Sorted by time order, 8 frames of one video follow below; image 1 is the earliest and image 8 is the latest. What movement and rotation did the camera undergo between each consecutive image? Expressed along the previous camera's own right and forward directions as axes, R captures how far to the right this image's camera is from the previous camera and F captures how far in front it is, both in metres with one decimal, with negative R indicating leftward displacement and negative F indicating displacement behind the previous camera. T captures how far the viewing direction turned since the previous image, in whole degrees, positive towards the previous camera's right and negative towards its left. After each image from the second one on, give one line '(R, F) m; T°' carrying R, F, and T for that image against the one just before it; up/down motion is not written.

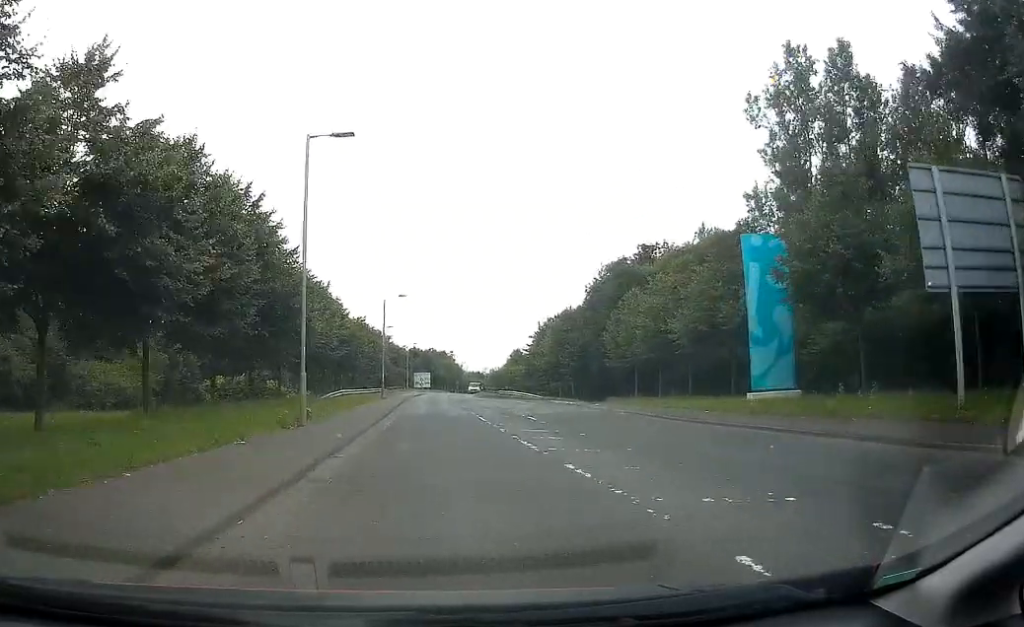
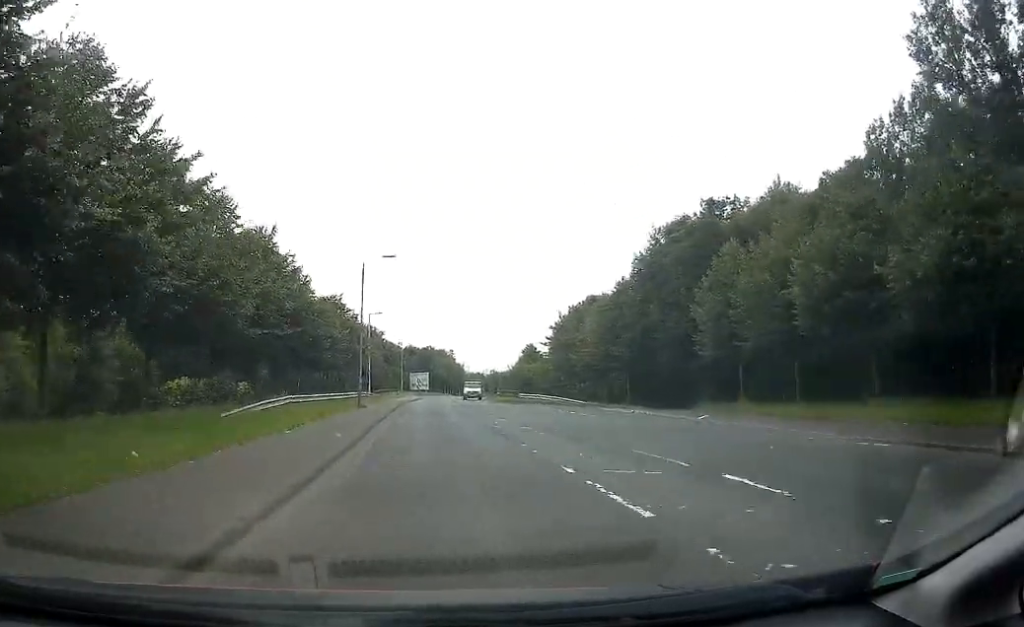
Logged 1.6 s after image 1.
(-0.3, +18.6) m; -1°
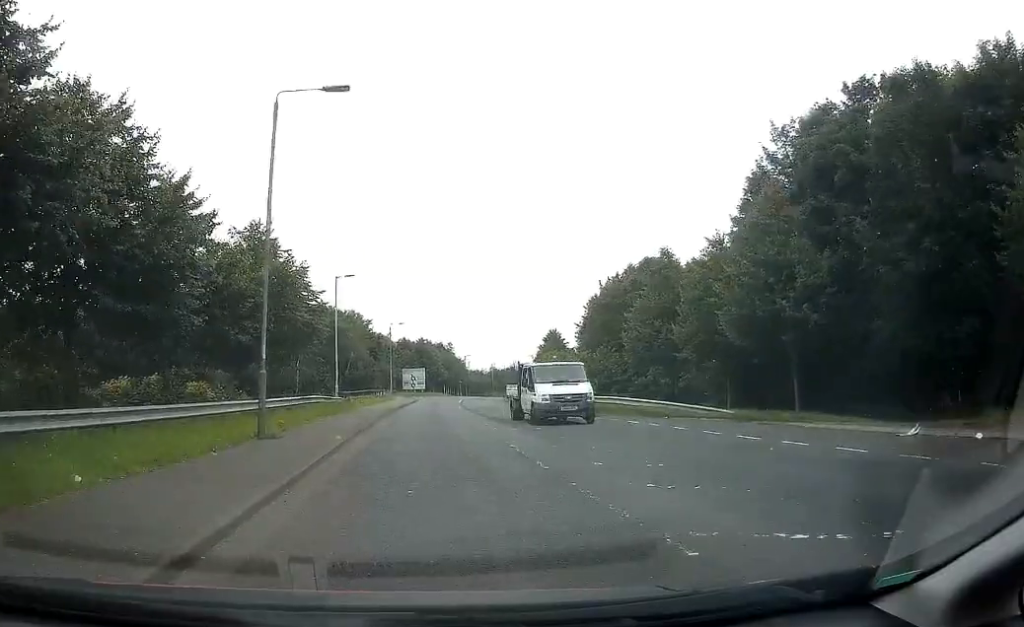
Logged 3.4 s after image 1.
(+0.3, +23.3) m; +1°
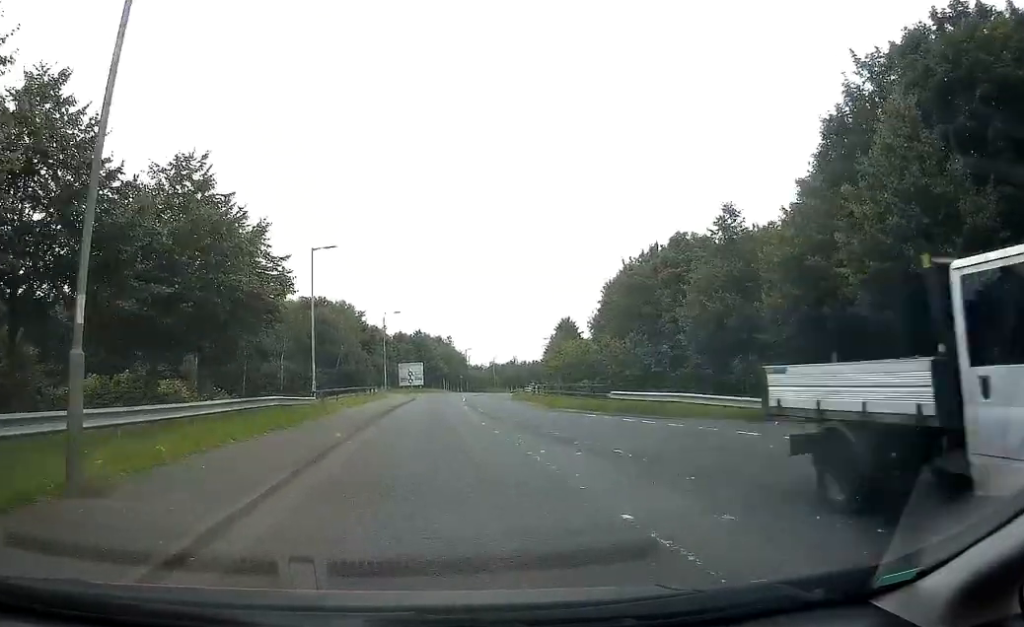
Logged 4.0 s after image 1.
(0.0, +8.5) m; 0°
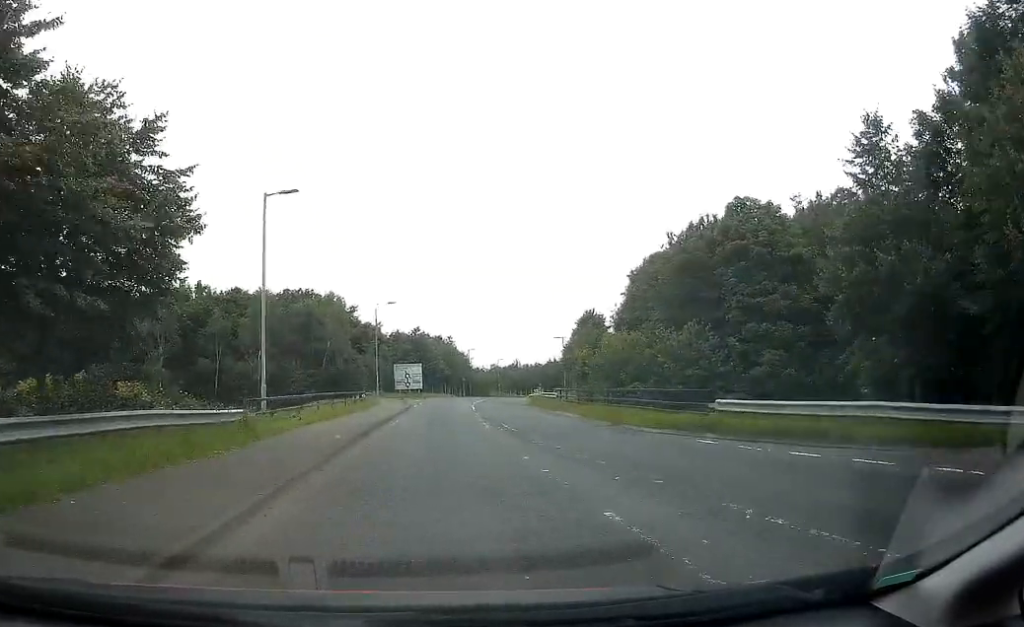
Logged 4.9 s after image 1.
(0.0, +11.4) m; 0°
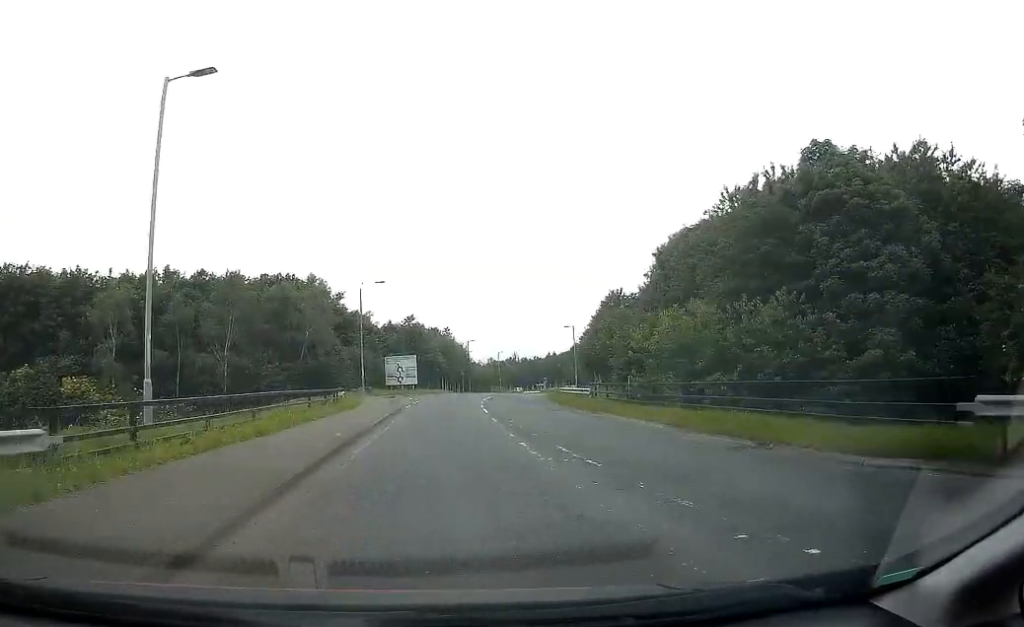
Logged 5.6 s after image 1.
(0.0, +10.7) m; 0°
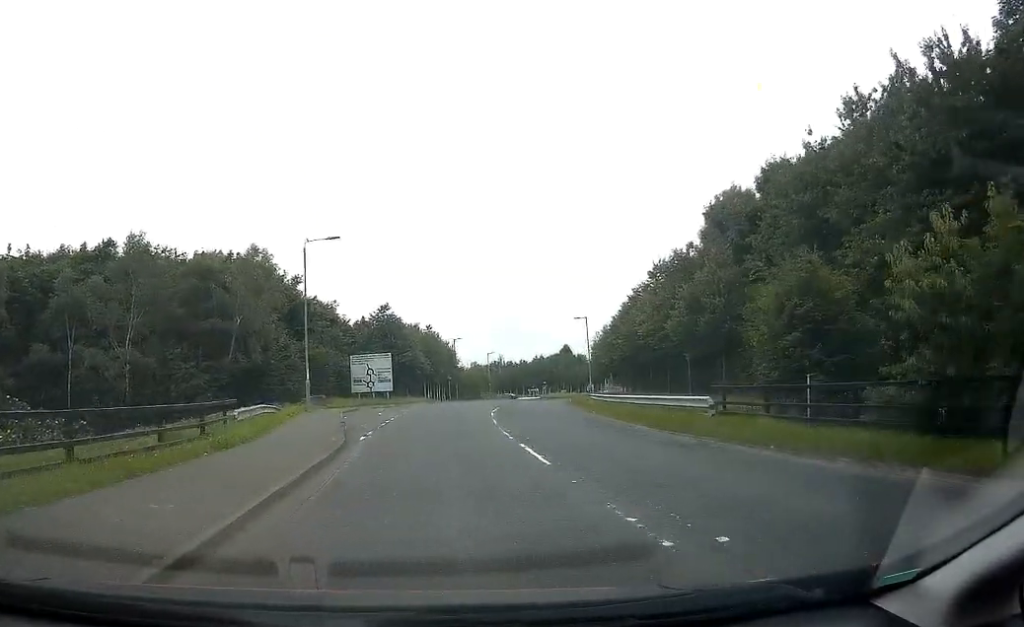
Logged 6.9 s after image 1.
(+0.3, +17.2) m; +2°
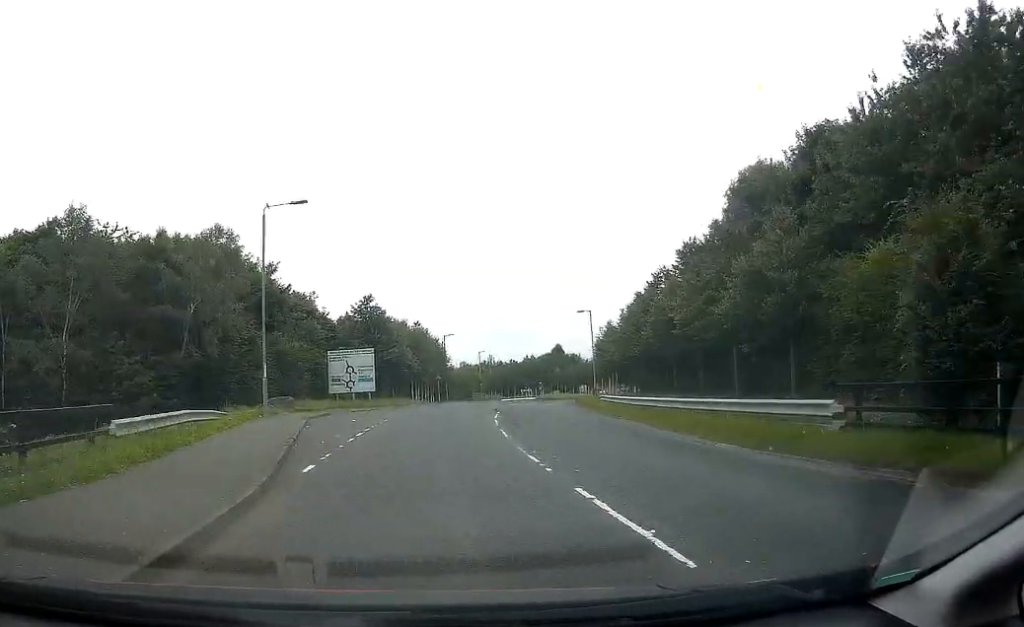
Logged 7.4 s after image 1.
(+0.1, +6.8) m; +1°
